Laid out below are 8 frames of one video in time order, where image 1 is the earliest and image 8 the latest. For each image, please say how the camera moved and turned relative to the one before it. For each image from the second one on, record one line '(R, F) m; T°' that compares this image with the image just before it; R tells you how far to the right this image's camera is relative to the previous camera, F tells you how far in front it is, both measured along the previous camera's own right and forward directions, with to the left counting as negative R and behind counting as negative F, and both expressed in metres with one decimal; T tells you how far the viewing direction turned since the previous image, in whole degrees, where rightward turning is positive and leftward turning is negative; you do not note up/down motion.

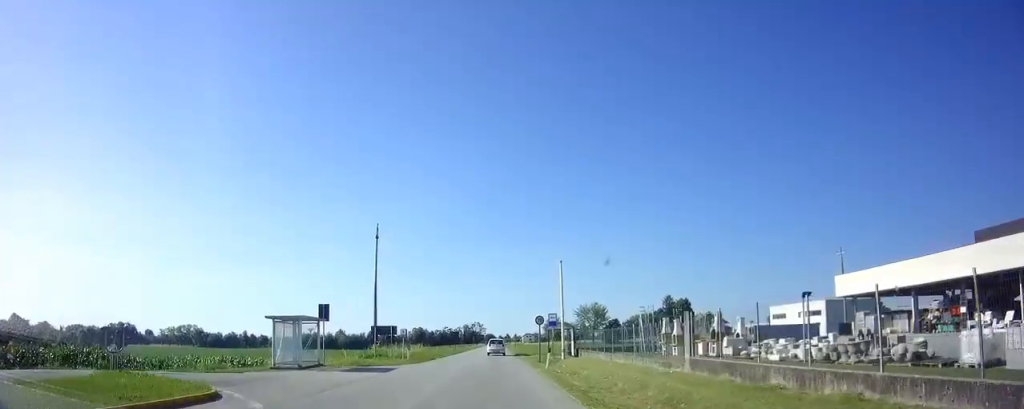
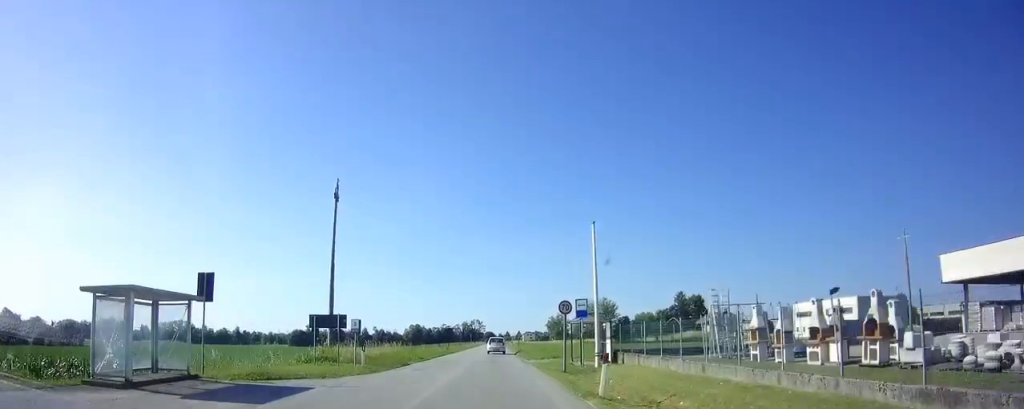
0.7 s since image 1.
(0.0, +12.1) m; 0°
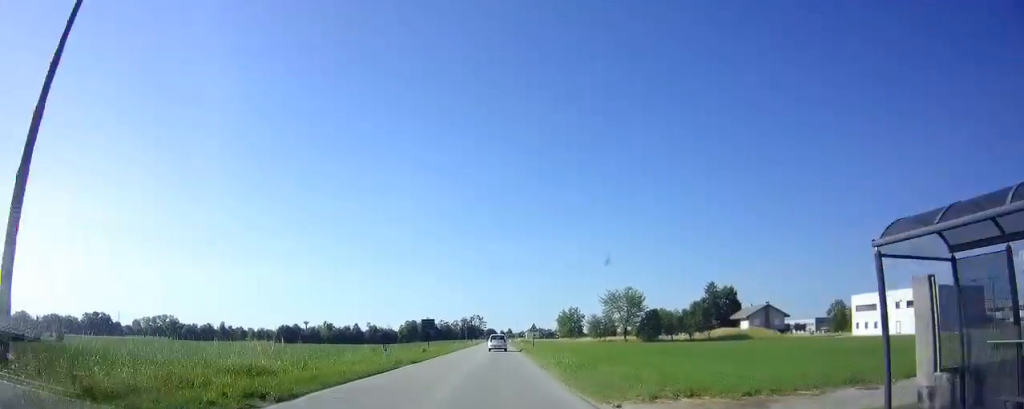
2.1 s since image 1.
(-0.1, +24.4) m; 0°
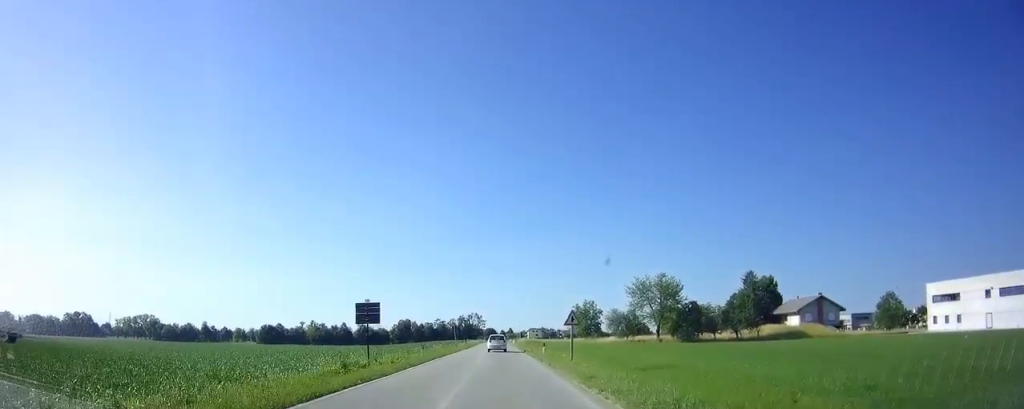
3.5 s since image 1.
(+0.2, +23.9) m; +1°
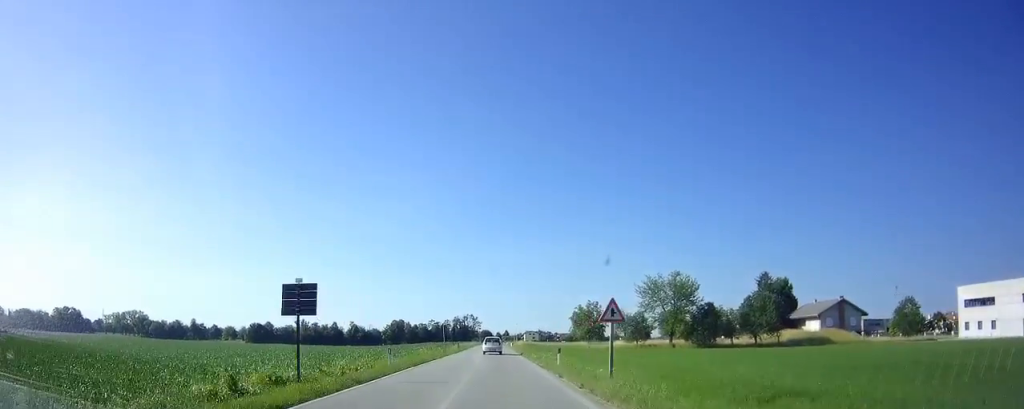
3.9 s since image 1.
(0.0, +8.2) m; 0°
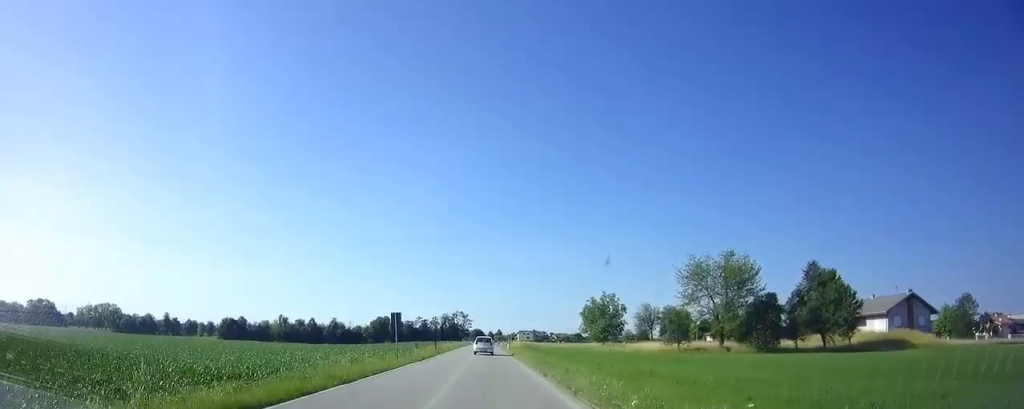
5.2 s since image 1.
(0.0, +22.3) m; 0°
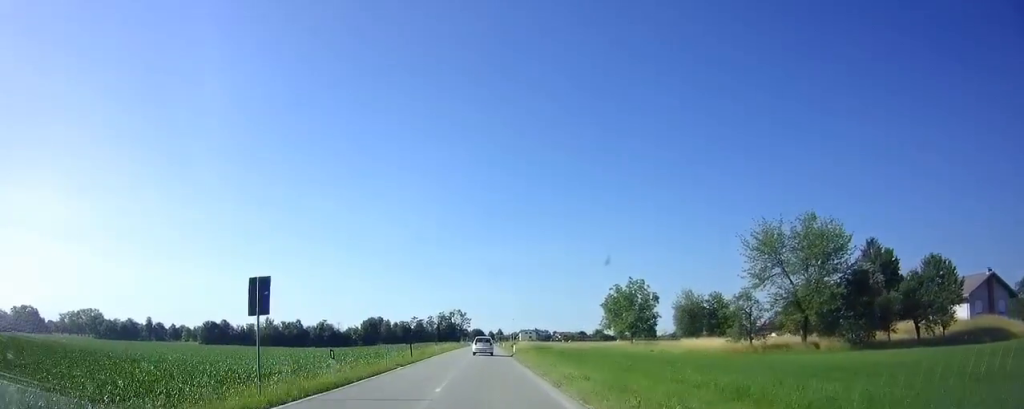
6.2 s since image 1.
(0.0, +17.5) m; 0°
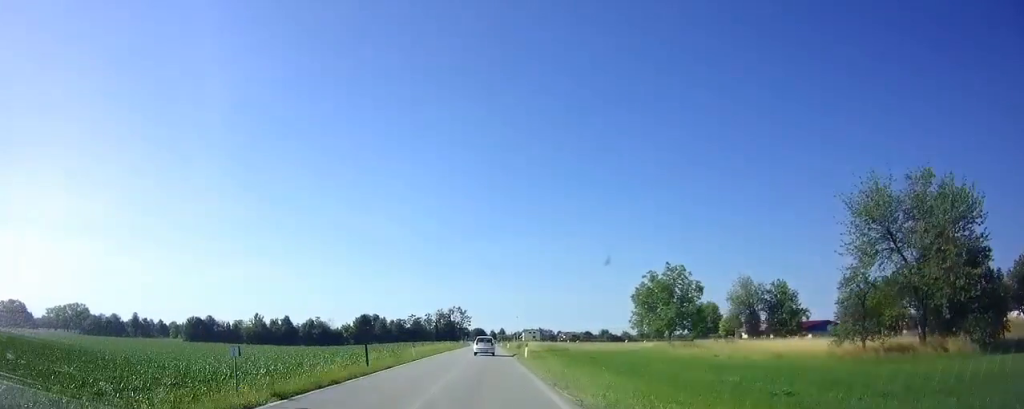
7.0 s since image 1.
(-0.1, +14.5) m; 0°
